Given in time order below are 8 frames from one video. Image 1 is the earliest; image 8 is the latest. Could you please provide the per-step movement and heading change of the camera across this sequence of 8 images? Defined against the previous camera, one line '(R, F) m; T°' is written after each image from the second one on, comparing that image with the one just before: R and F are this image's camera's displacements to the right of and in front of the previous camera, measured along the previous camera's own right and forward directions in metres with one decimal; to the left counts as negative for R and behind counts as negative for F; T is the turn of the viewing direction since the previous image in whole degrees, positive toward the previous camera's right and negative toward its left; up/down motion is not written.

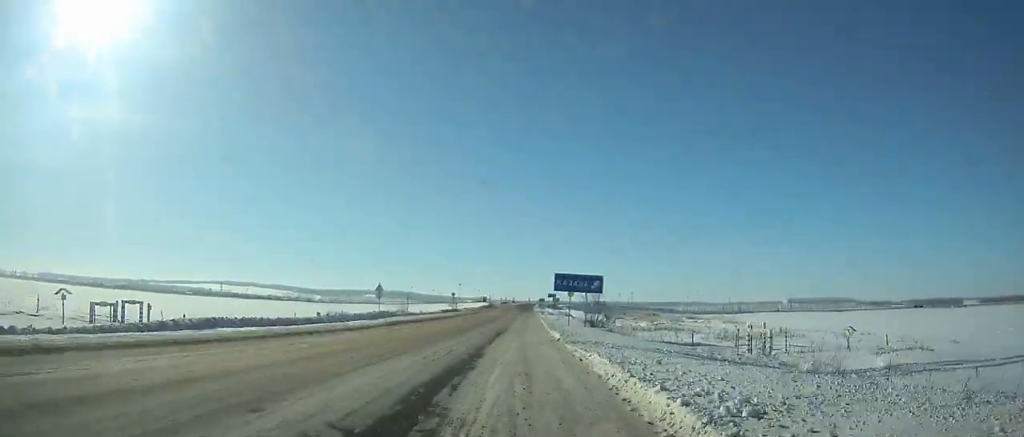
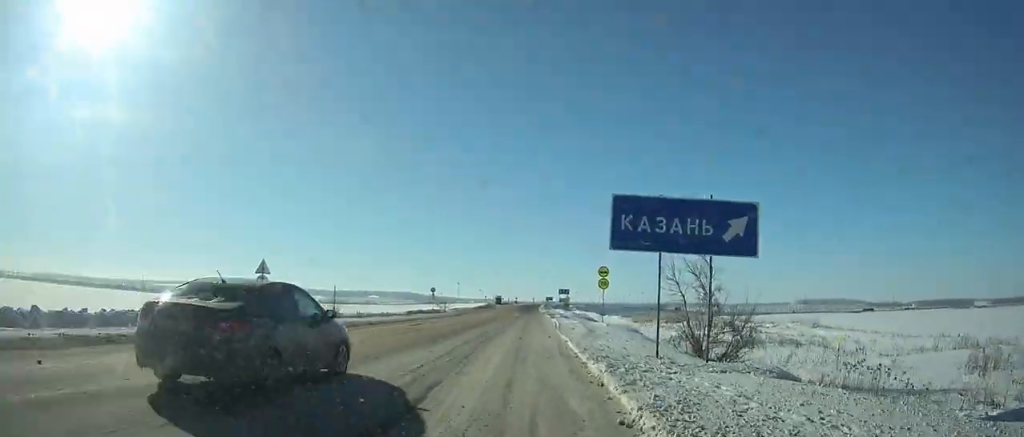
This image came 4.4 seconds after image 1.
(+0.5, +30.2) m; +3°
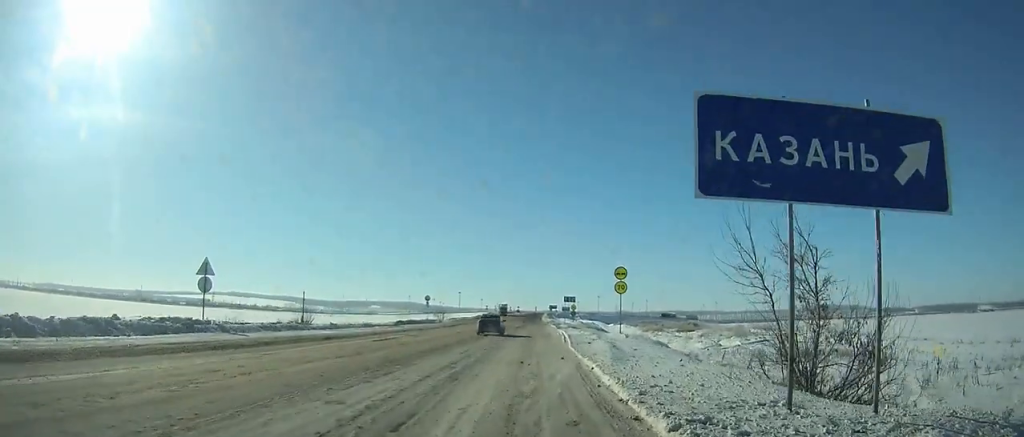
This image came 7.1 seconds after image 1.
(+0.3, +11.2) m; +2°
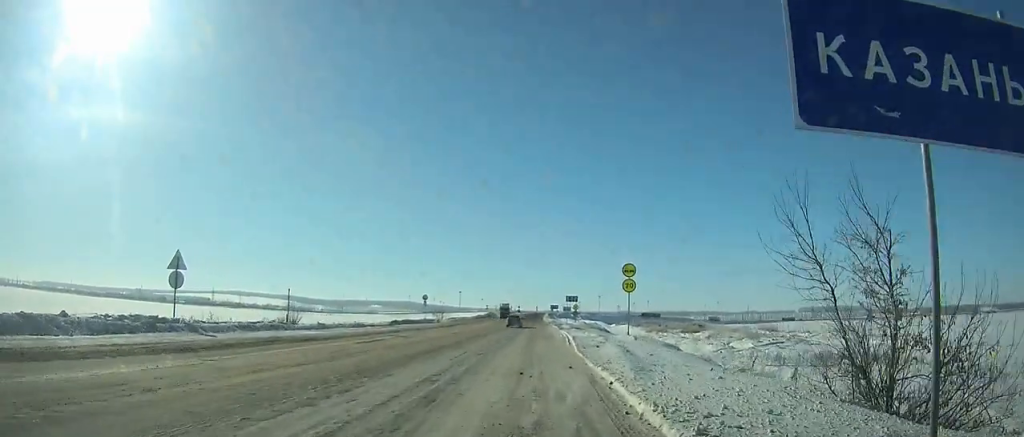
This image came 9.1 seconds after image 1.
(+0.1, +7.1) m; -1°
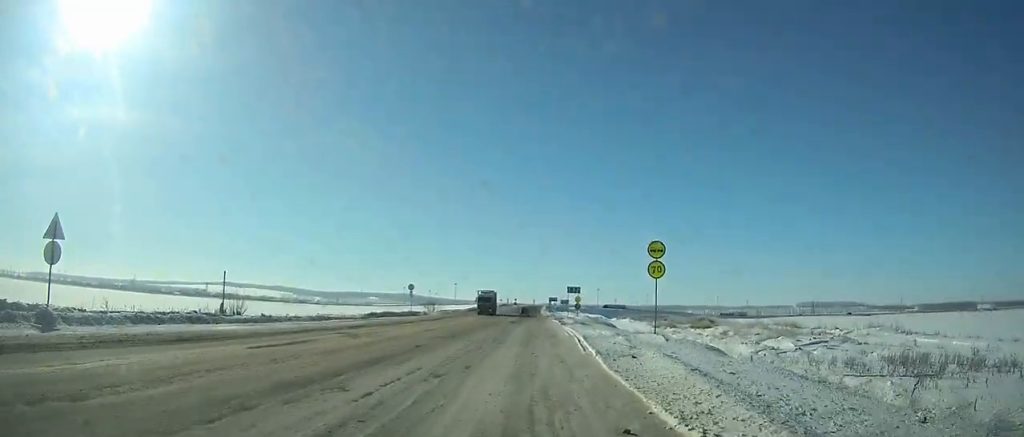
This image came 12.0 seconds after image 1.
(-0.2, +10.7) m; -3°
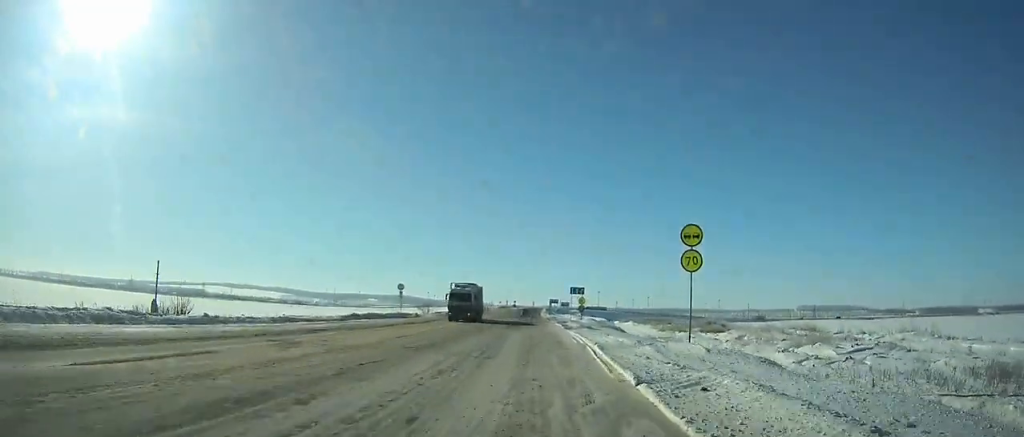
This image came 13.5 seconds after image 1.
(-0.1, +6.1) m; -2°
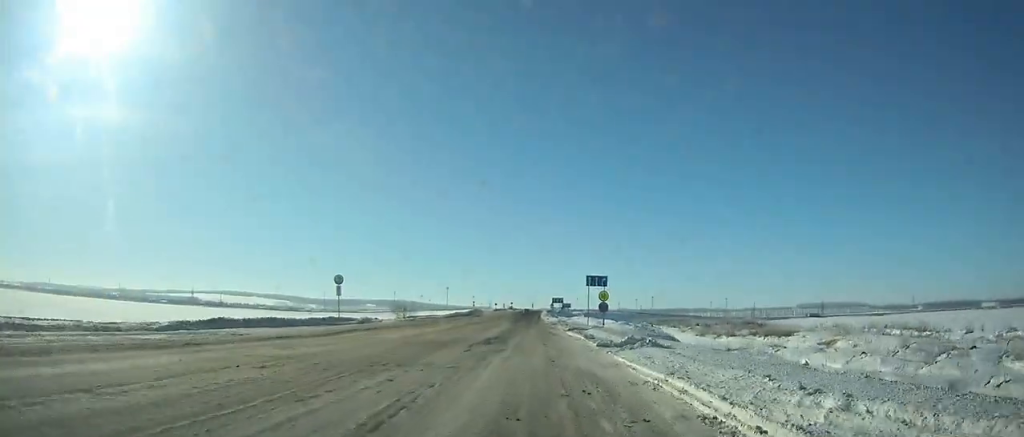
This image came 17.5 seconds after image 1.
(-0.2, +23.0) m; 0°
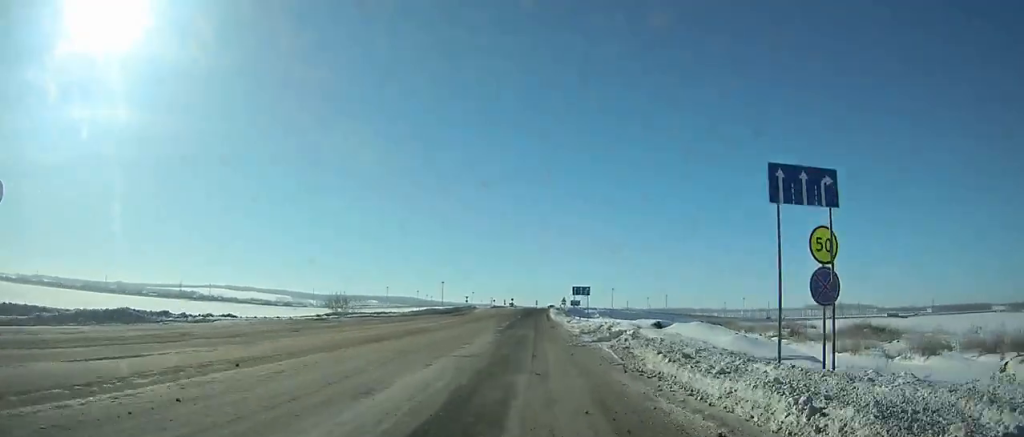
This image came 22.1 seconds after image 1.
(-0.3, +35.7) m; -1°
